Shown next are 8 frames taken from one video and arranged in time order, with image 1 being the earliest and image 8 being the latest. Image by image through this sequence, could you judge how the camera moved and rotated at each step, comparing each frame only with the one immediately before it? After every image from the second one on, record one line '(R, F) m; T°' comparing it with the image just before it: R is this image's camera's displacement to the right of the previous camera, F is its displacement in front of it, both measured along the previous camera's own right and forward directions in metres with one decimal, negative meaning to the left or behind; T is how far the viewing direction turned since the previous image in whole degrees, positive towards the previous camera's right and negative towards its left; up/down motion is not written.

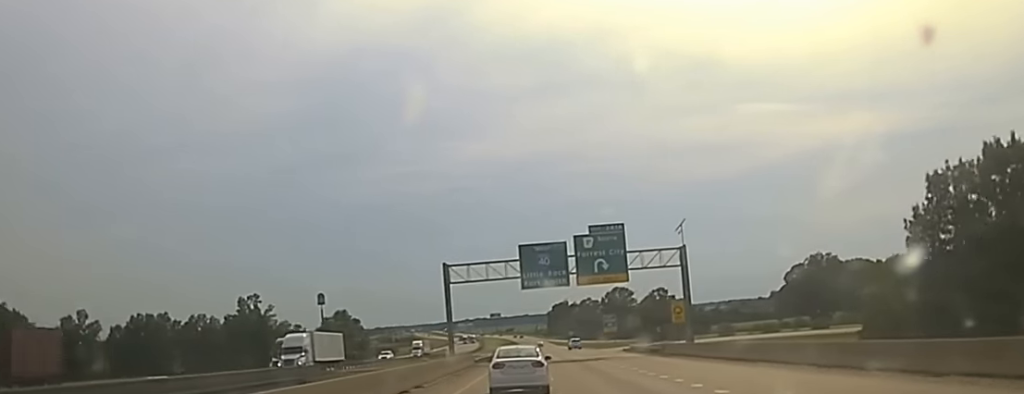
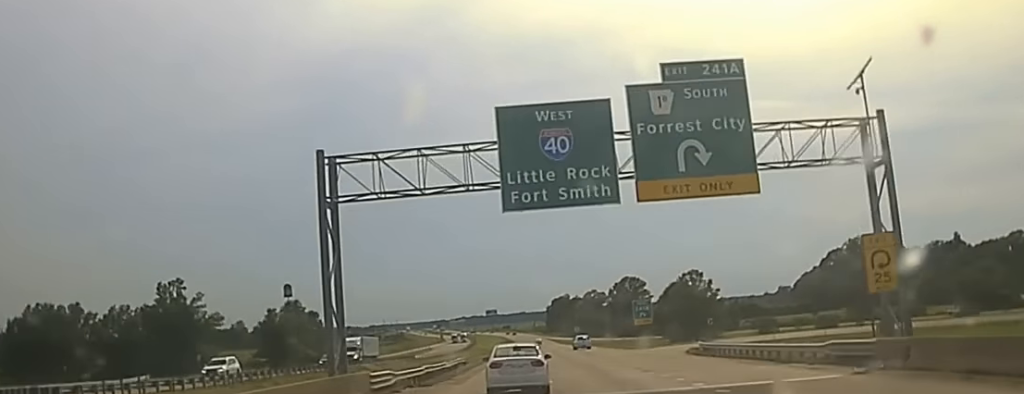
(+0.1, +52.3) m; 0°
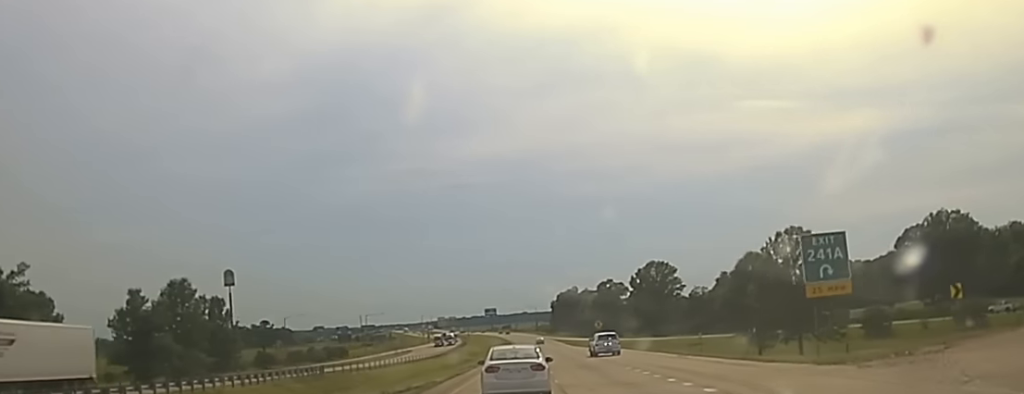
(+0.1, +72.0) m; 0°
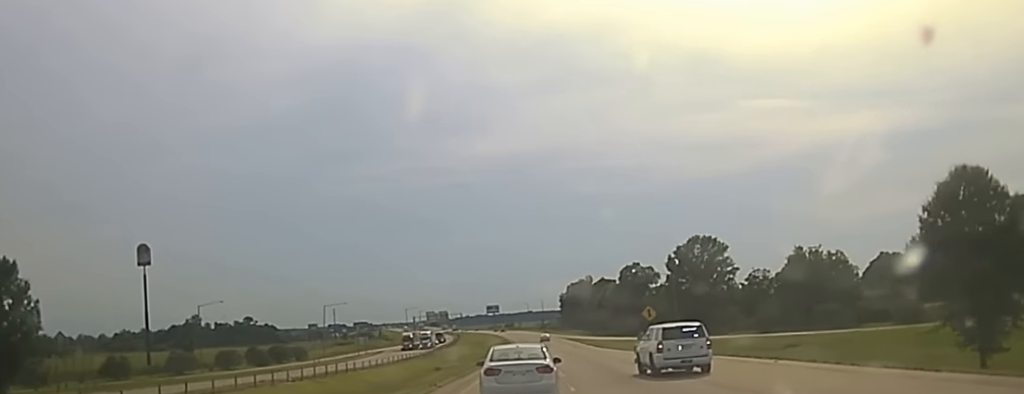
(+0.1, +68.0) m; 0°
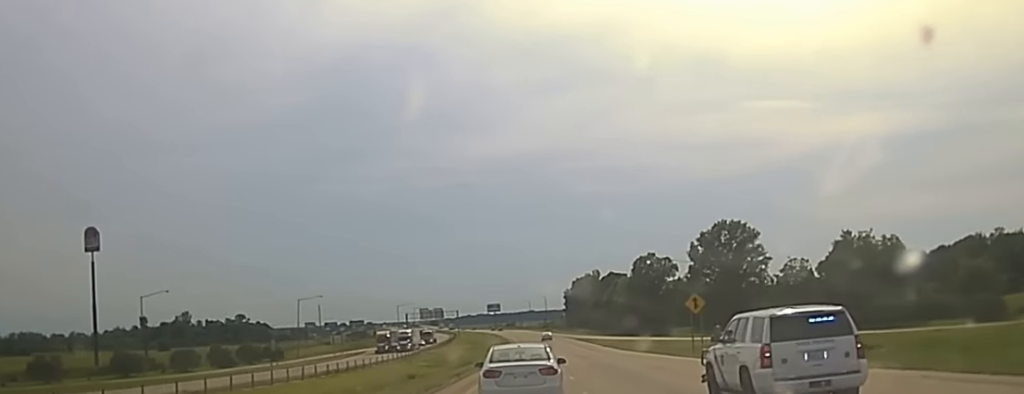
(0.0, +28.2) m; 0°
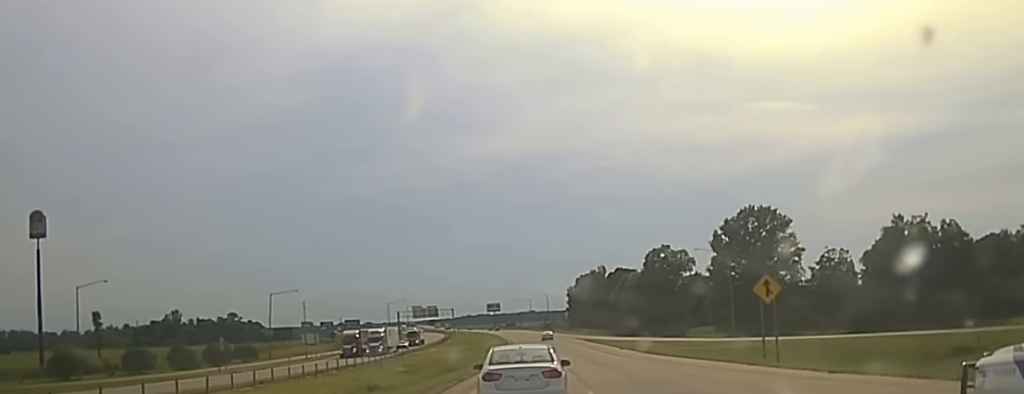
(-0.2, +23.0) m; 0°
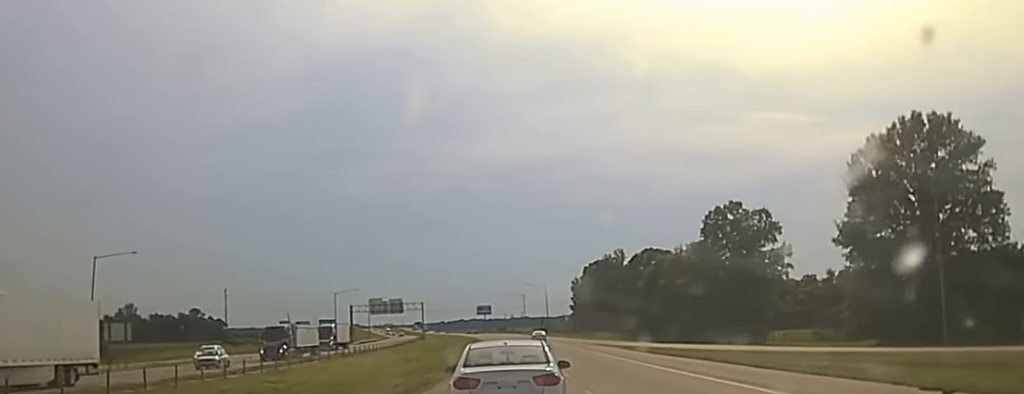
(+0.4, +75.9) m; 0°
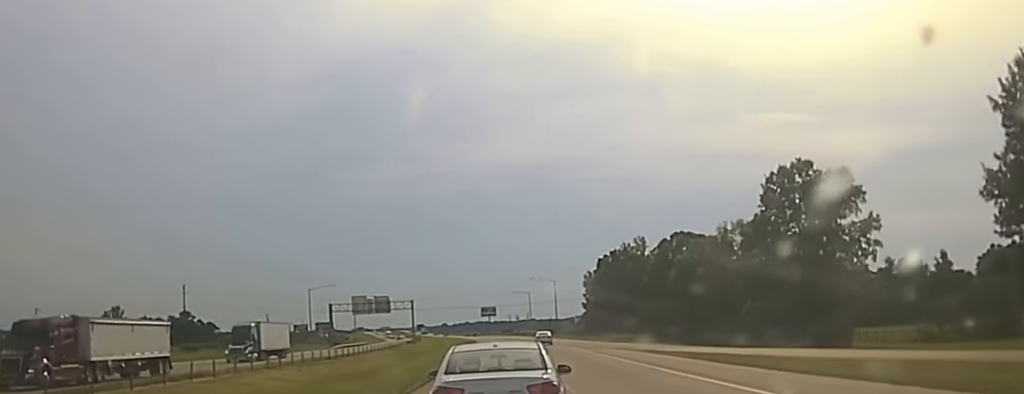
(-0.3, +32.5) m; 0°
